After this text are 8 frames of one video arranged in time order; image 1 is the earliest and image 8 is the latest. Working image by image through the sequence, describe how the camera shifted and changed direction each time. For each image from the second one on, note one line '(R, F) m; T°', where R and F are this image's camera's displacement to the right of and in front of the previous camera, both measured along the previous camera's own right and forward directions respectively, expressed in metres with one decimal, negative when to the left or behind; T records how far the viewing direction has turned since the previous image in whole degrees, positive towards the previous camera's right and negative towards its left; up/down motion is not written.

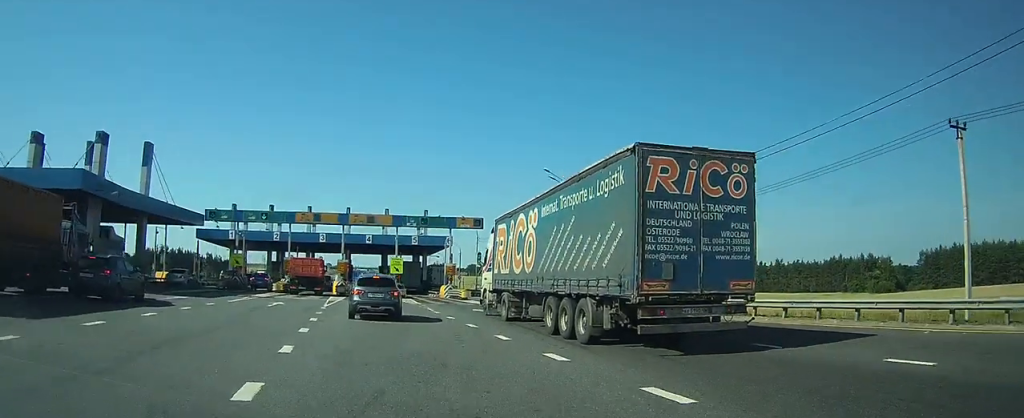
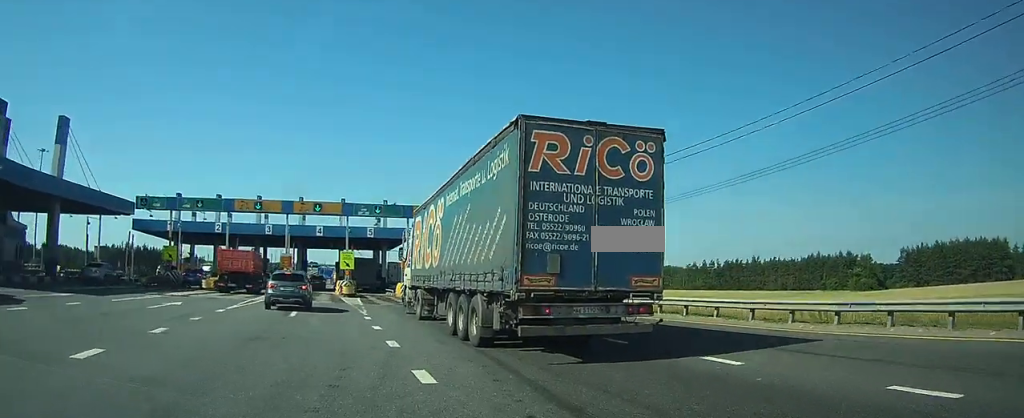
(+0.2, +9.5) m; +3°
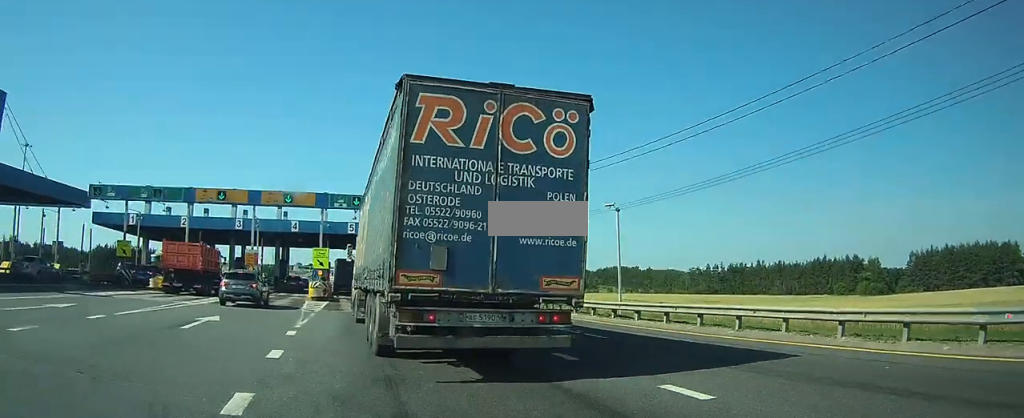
(+0.3, +8.4) m; +3°
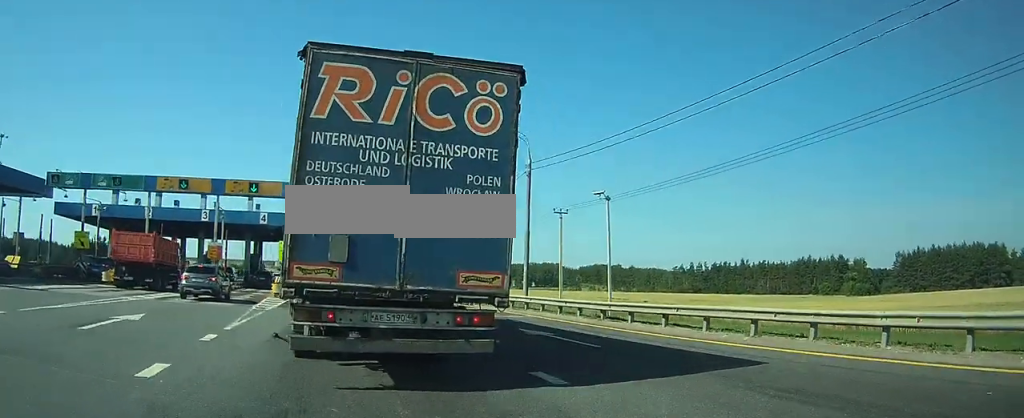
(+0.1, +3.3) m; +1°
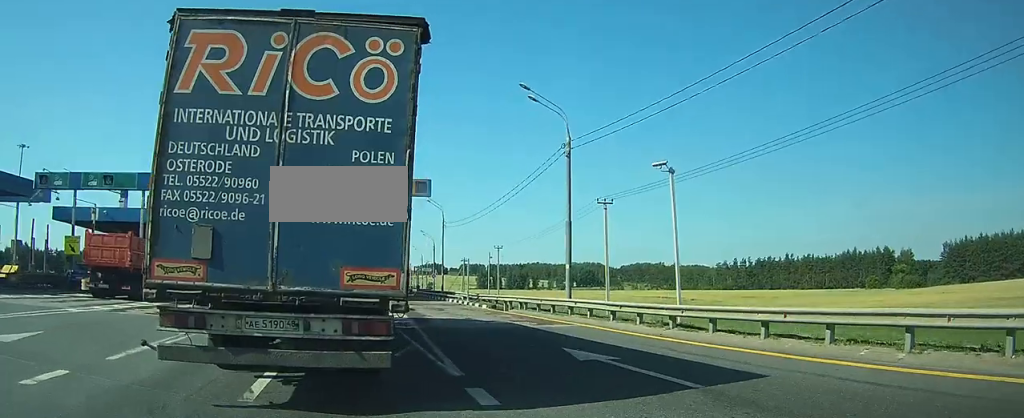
(0.0, +6.1) m; 0°
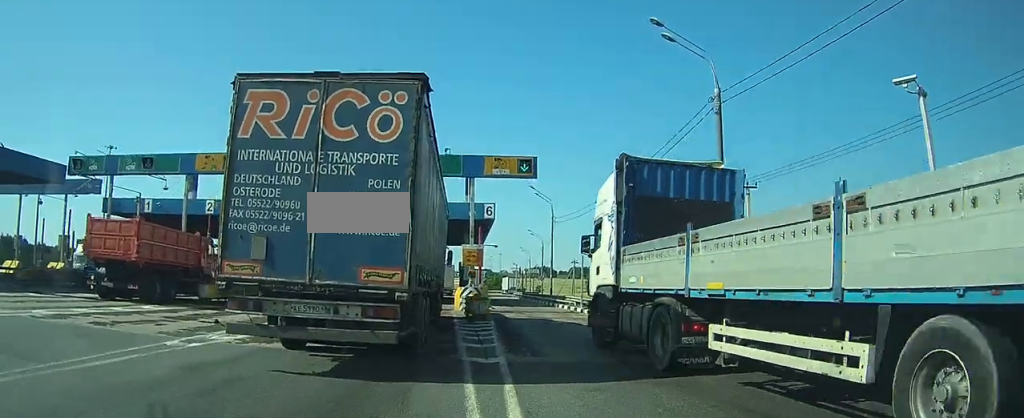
(0.0, +11.3) m; 0°
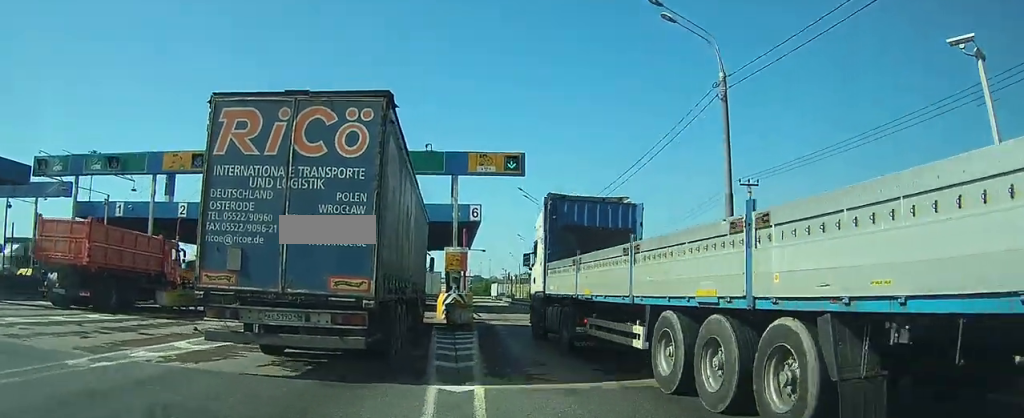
(0.0, +2.4) m; +1°
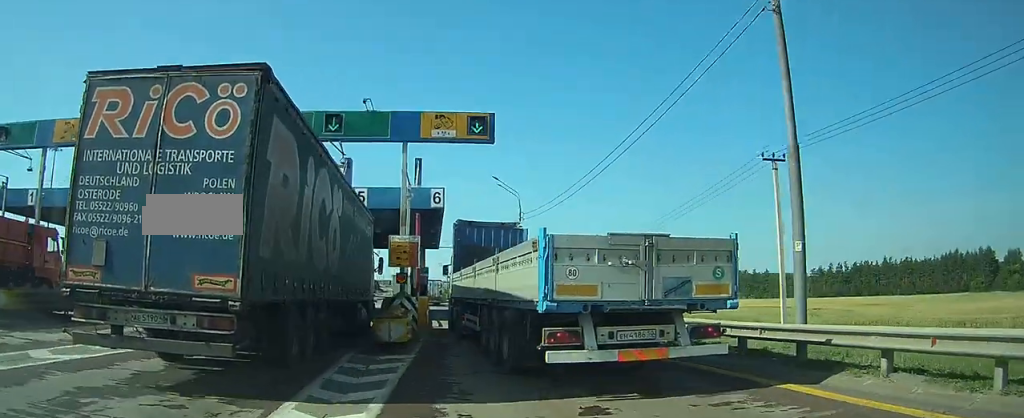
(+0.2, +5.3) m; +1°
